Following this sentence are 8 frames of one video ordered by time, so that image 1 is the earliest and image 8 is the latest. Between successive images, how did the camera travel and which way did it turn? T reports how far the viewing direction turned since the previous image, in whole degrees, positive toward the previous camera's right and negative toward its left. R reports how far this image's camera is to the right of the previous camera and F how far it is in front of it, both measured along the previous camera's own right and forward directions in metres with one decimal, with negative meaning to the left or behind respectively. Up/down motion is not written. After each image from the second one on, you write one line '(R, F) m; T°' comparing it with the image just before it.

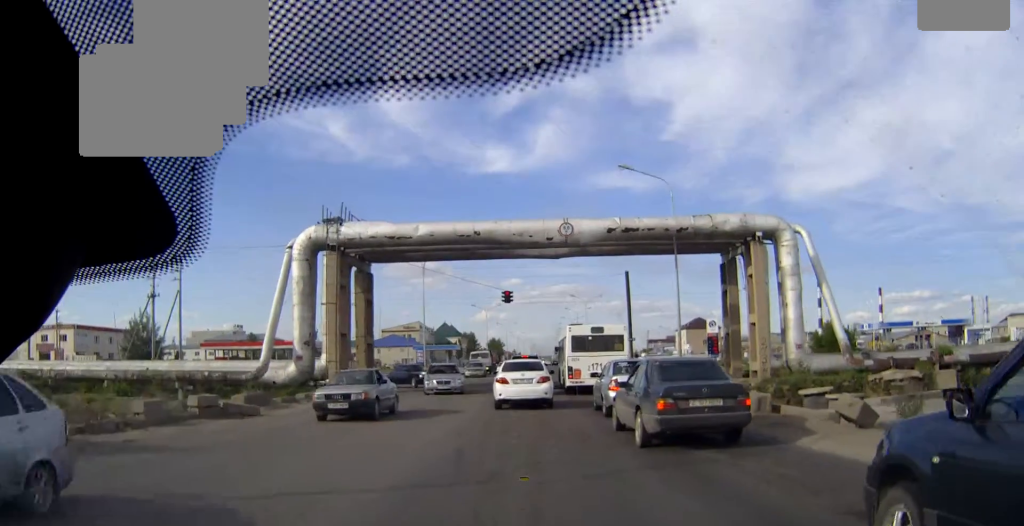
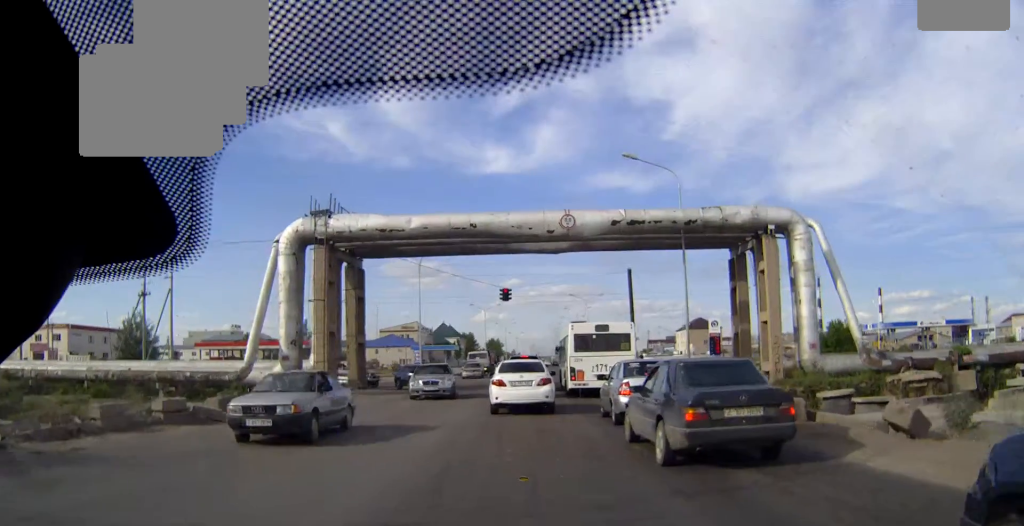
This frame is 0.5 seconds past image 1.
(0.0, +2.2) m; 0°
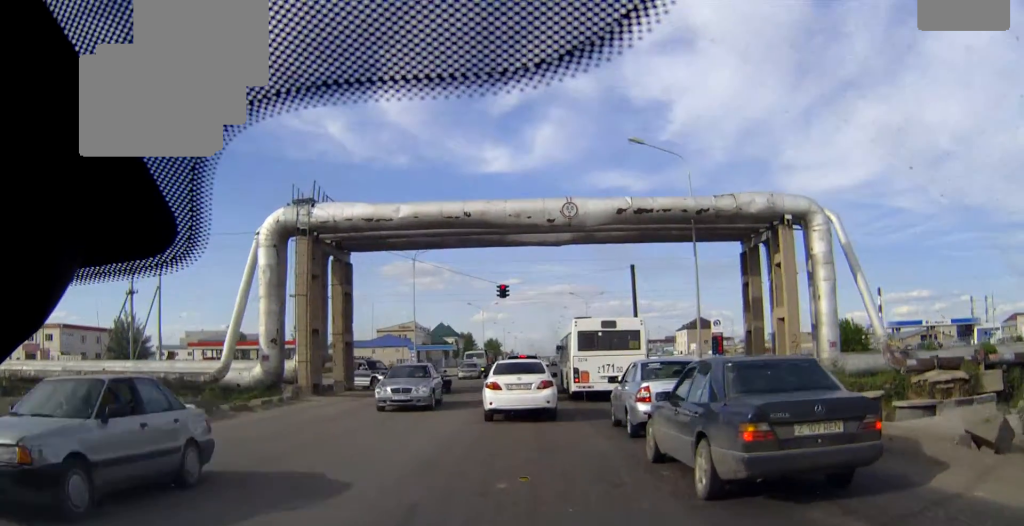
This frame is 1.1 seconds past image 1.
(0.0, +2.9) m; 0°
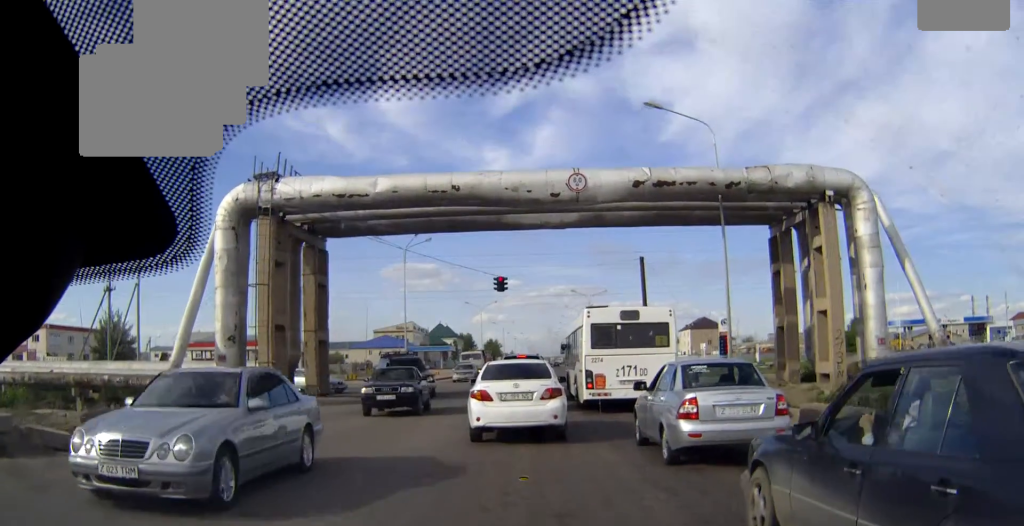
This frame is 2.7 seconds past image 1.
(0.0, +5.5) m; 0°
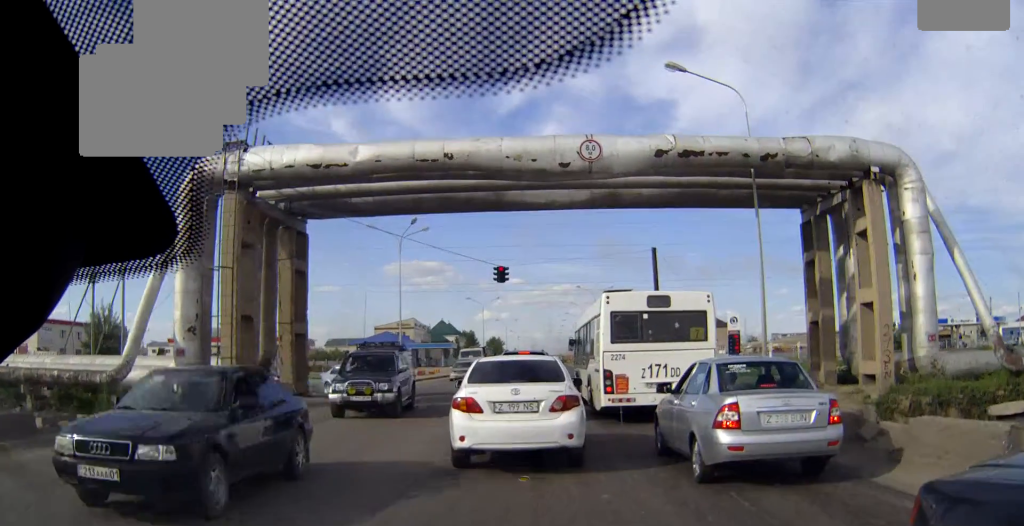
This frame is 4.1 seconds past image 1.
(0.0, +3.6) m; 0°
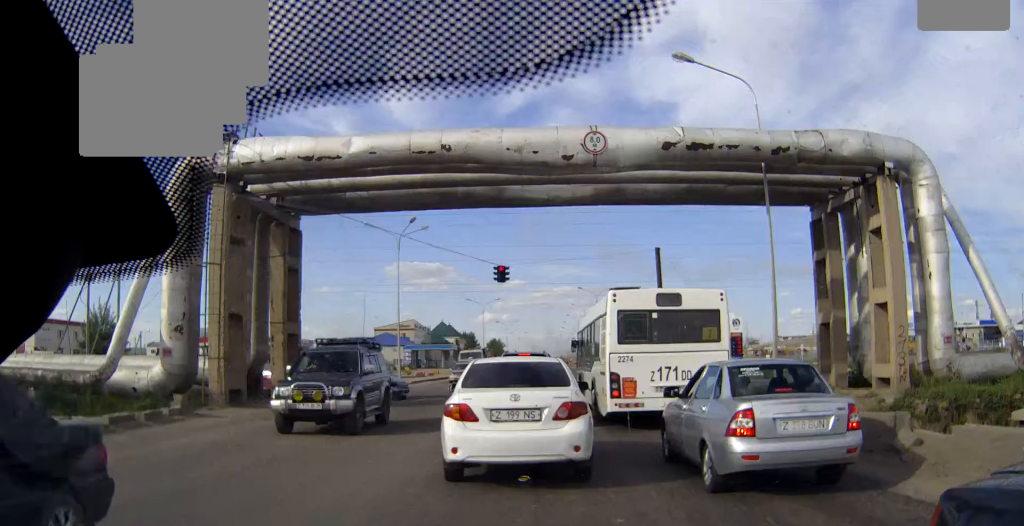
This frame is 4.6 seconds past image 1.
(0.0, +1.2) m; 0°
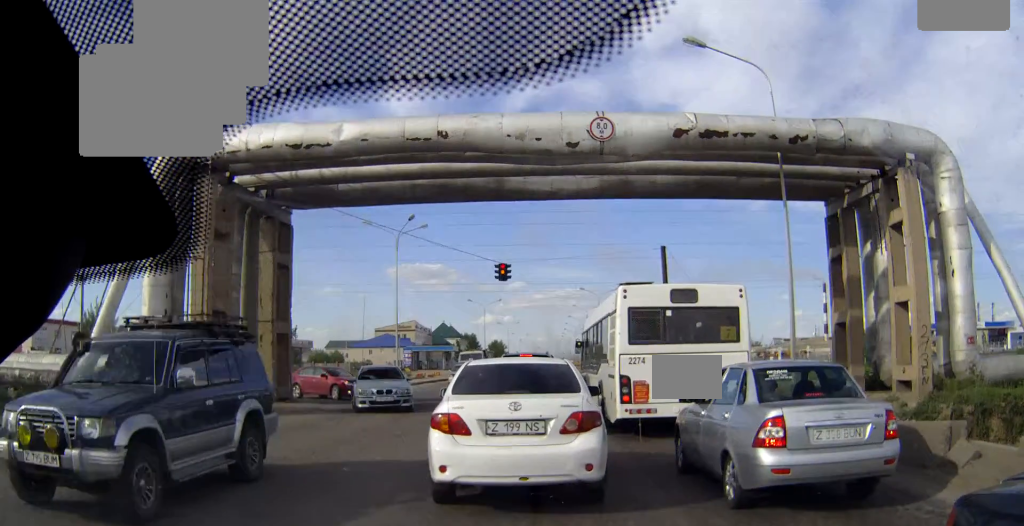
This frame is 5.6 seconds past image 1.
(0.0, +2.1) m; -1°
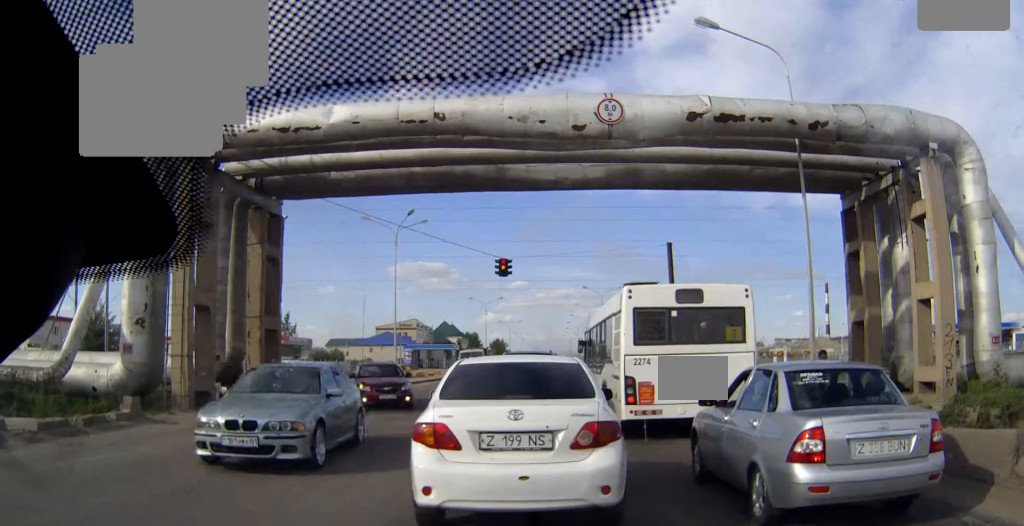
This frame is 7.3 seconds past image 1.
(-0.1, +2.2) m; 0°
